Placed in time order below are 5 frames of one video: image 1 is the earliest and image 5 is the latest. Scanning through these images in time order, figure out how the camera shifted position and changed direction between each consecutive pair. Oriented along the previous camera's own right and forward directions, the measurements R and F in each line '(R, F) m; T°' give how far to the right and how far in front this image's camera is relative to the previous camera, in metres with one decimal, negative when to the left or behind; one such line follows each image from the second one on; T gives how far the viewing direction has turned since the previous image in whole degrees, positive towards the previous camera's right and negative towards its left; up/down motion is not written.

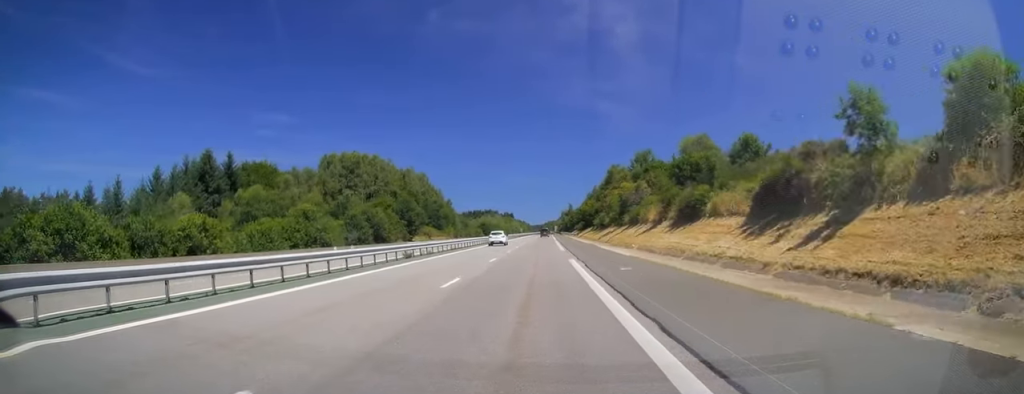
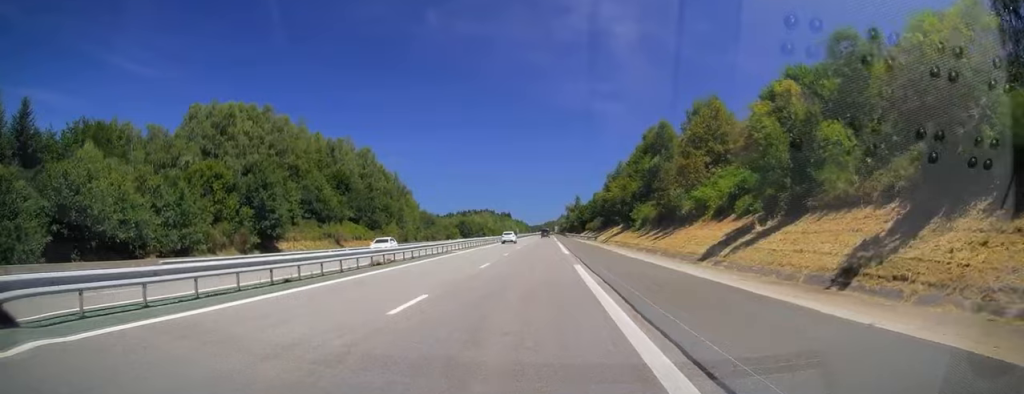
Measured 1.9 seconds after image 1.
(+0.4, +56.7) m; +1°
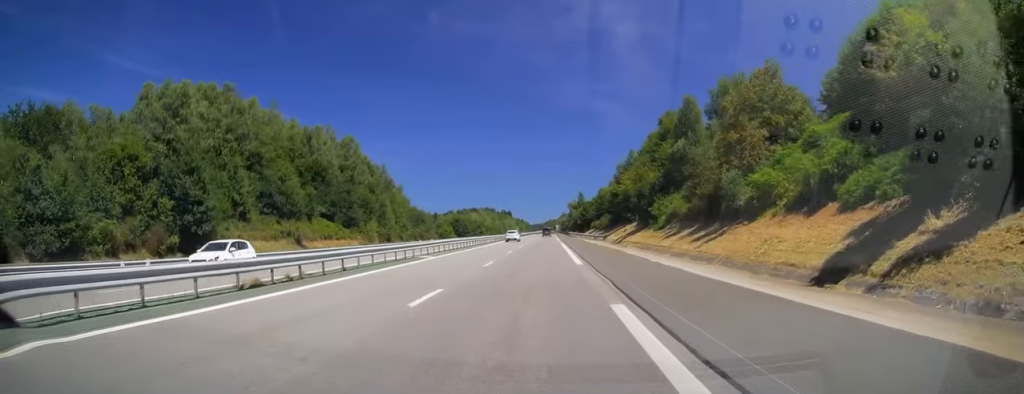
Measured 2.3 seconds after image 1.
(0.0, +12.2) m; 0°
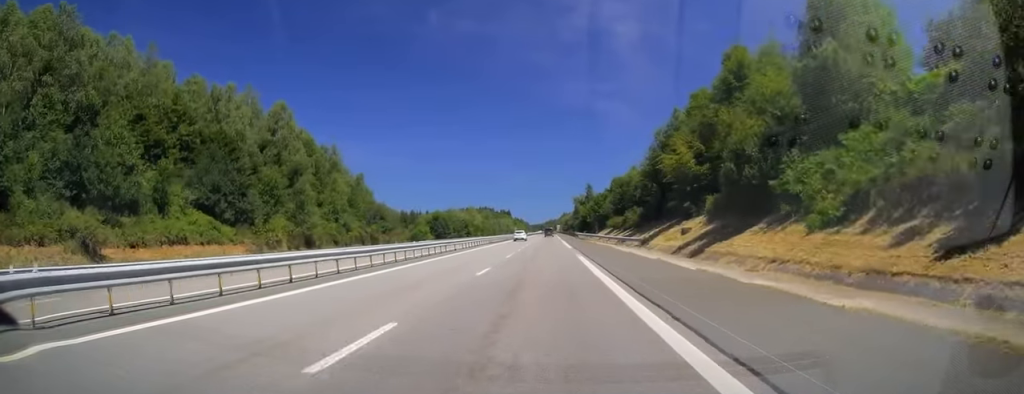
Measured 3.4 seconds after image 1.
(-0.1, +31.3) m; 0°
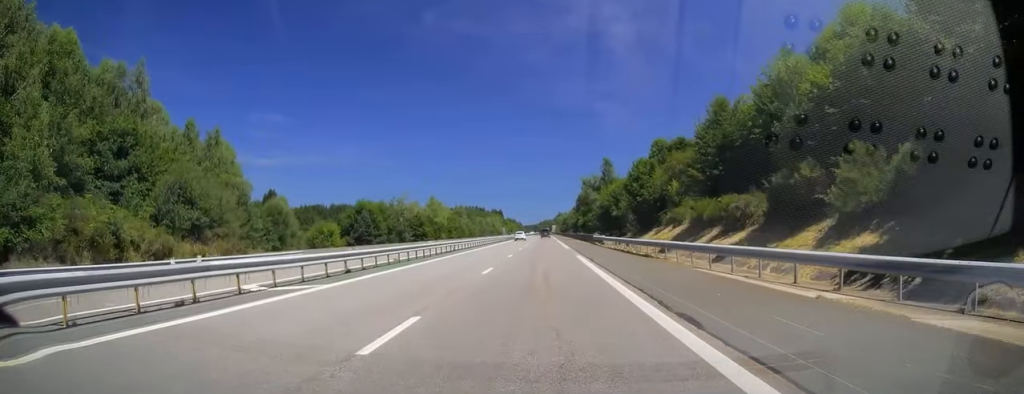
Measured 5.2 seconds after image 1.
(+0.1, +51.3) m; 0°
